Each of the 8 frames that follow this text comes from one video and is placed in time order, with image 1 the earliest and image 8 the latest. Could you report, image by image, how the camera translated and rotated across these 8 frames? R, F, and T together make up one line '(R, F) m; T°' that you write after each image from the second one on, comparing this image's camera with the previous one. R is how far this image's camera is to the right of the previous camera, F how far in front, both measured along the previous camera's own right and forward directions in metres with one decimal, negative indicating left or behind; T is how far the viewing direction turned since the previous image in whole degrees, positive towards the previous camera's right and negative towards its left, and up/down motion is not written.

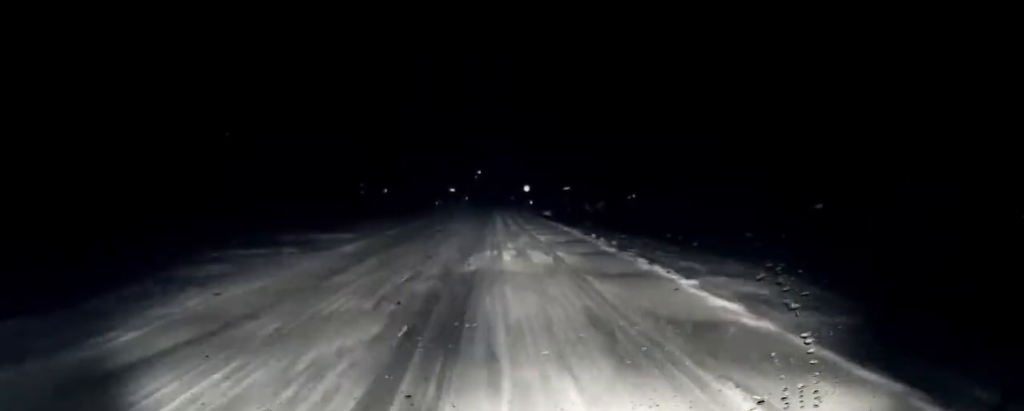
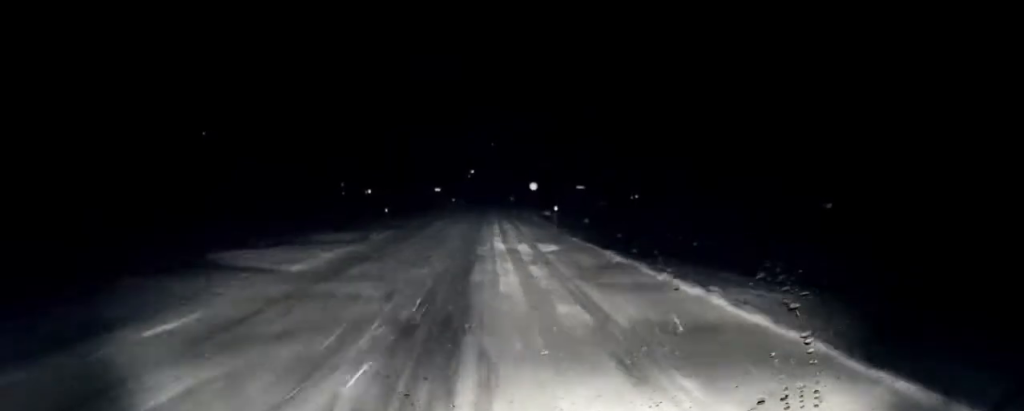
(+0.1, +20.5) m; 0°
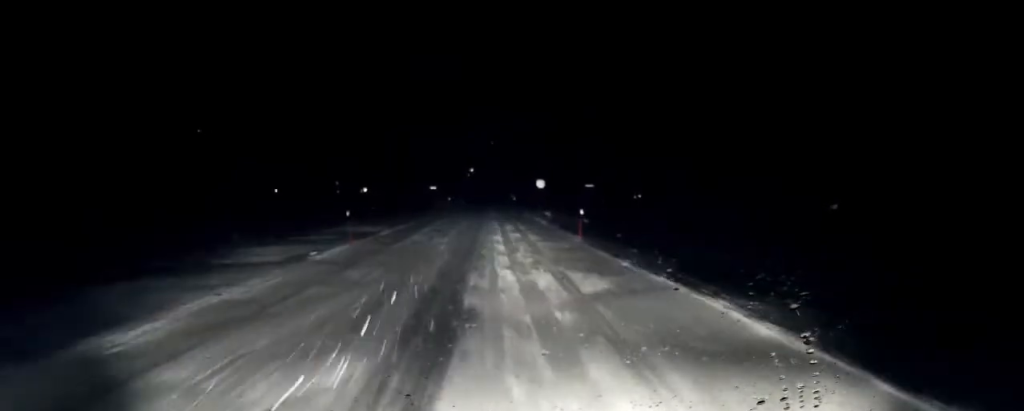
(0.0, +7.3) m; 0°
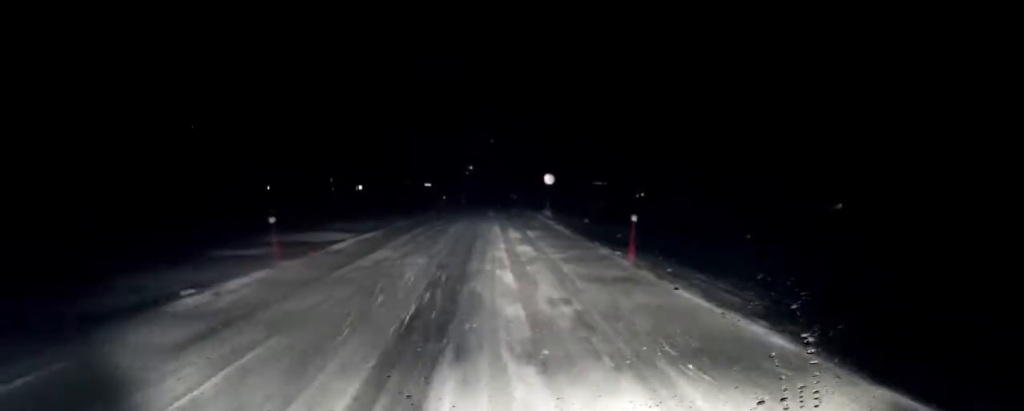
(0.0, +6.9) m; 0°
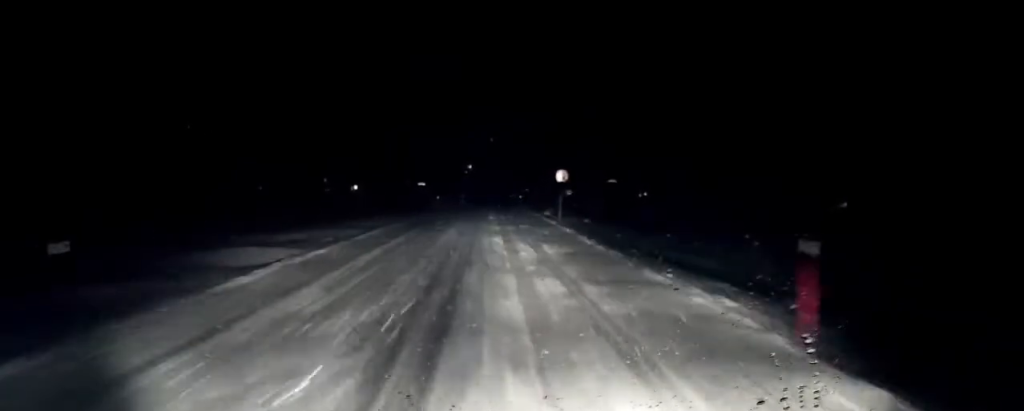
(0.0, +6.8) m; 0°
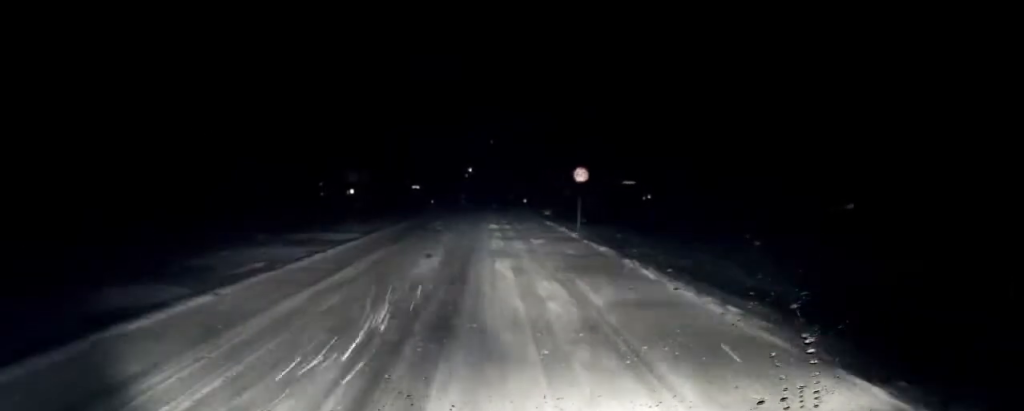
(0.0, +6.4) m; 0°
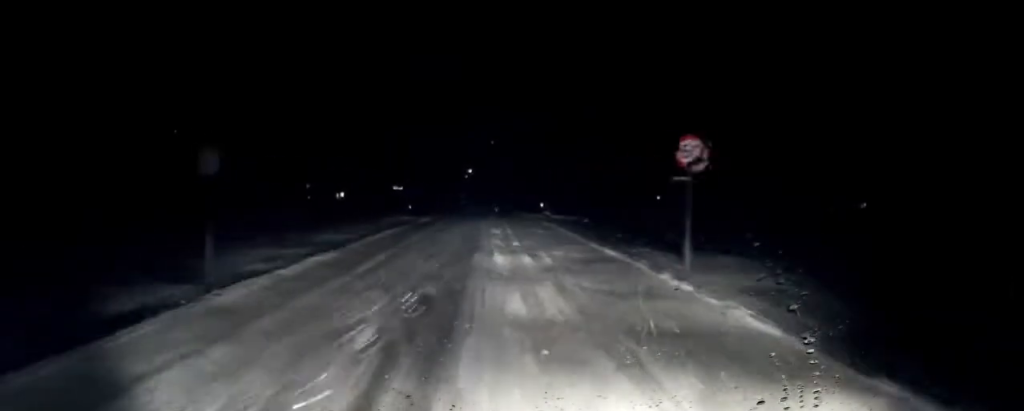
(0.0, +14.0) m; 0°
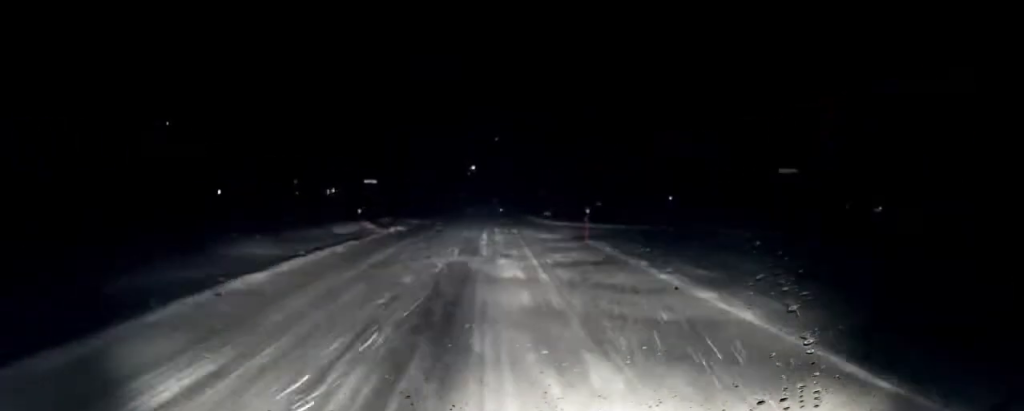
(-0.1, +13.9) m; +1°
